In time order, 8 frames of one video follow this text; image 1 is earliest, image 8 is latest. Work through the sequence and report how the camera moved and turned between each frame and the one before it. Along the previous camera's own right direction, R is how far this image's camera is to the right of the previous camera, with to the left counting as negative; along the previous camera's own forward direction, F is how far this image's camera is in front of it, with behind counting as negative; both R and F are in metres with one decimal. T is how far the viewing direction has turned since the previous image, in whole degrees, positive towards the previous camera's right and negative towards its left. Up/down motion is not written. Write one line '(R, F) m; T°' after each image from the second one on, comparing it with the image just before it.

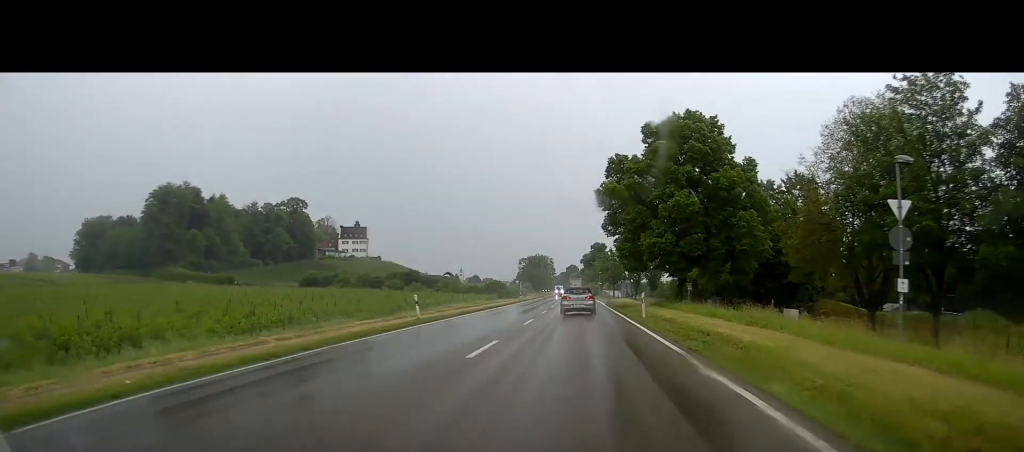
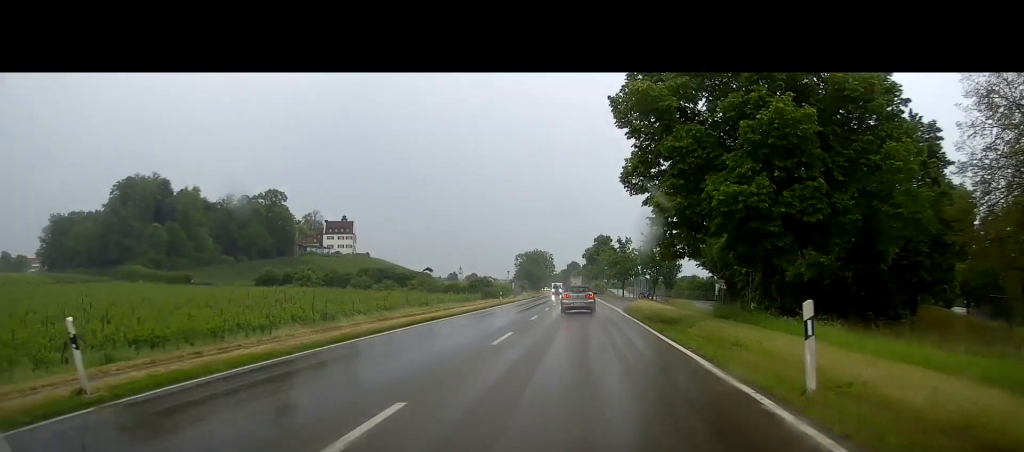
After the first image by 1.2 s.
(0.0, +21.1) m; 0°
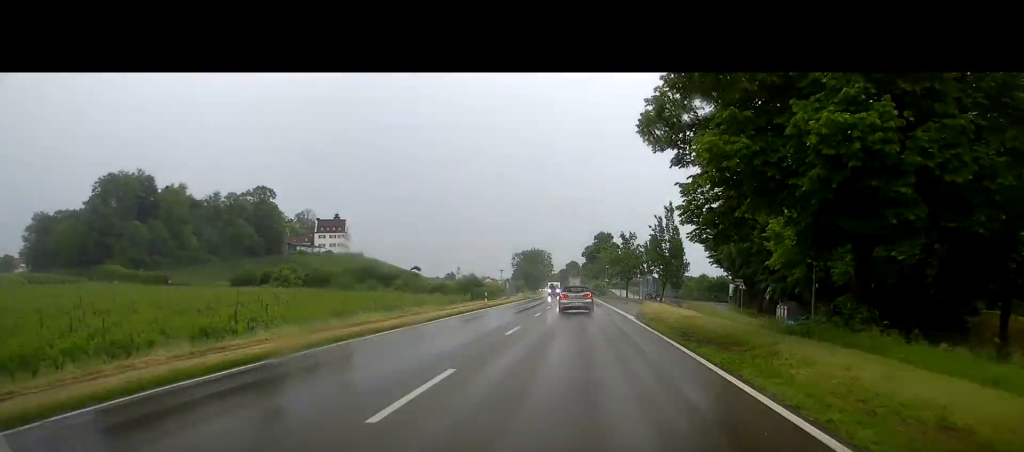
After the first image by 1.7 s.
(0.0, +8.8) m; 0°
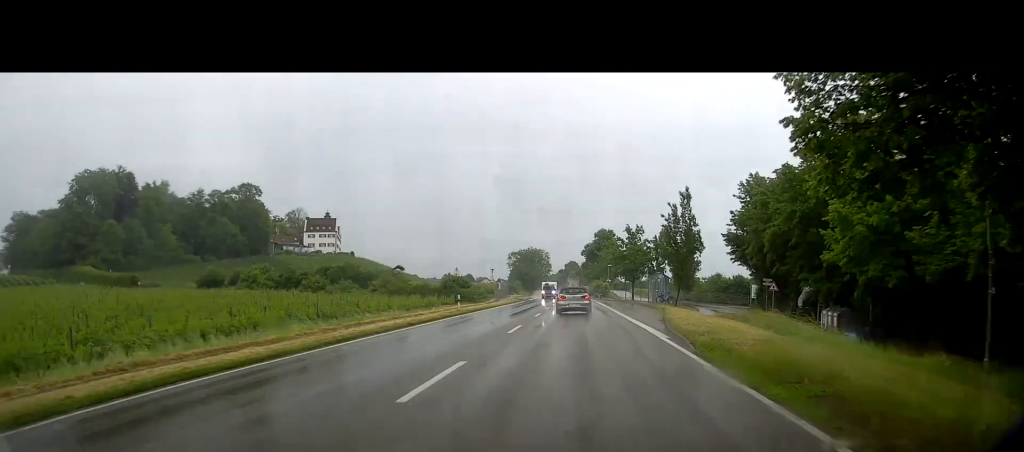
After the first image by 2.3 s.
(0.0, +10.6) m; +1°
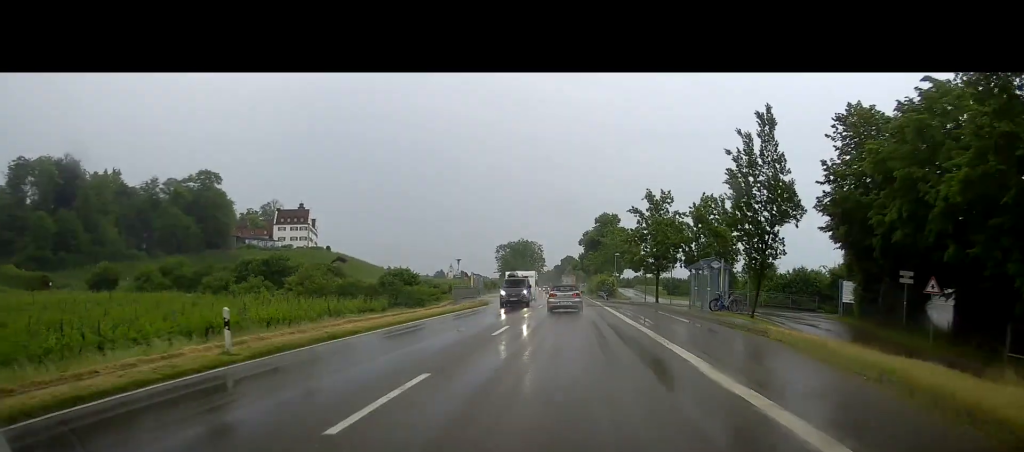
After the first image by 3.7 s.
(+0.5, +25.3) m; 0°
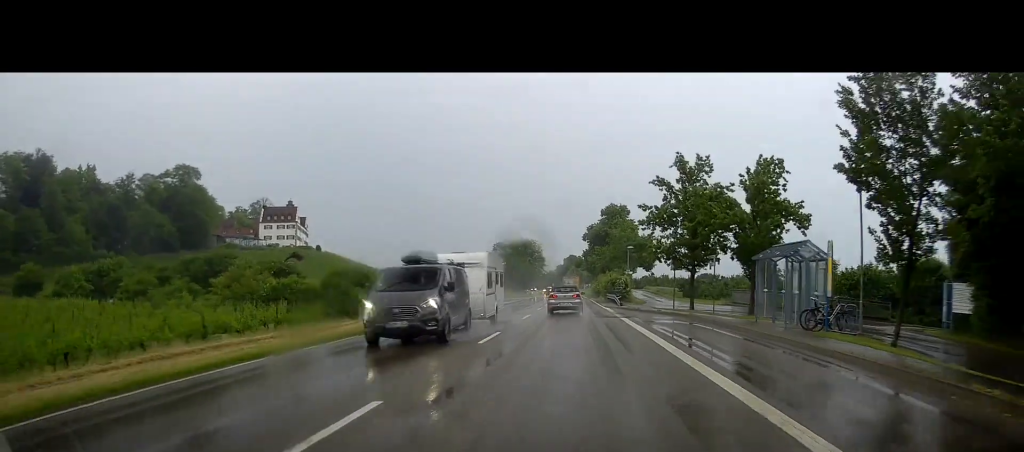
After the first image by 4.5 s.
(-0.4, +14.1) m; -1°
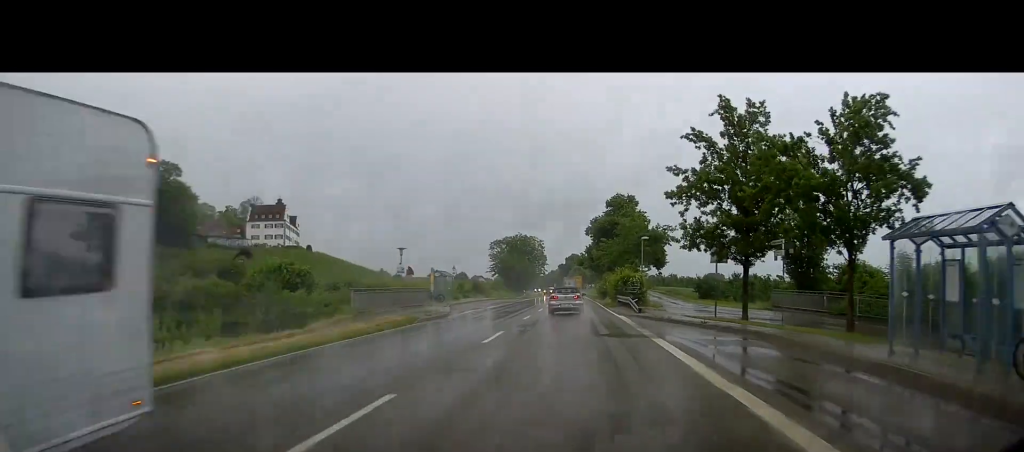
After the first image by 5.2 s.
(0.0, +11.2) m; 0°
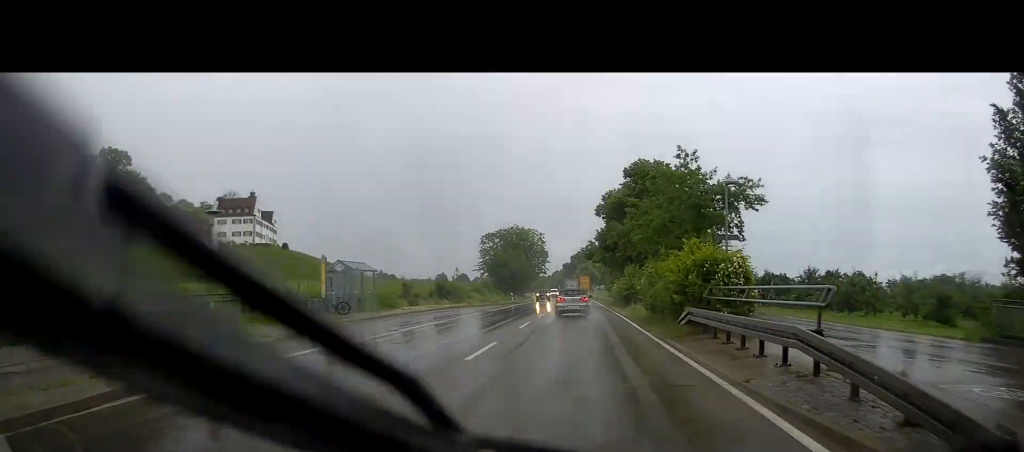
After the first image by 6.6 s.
(0.0, +26.0) m; 0°
